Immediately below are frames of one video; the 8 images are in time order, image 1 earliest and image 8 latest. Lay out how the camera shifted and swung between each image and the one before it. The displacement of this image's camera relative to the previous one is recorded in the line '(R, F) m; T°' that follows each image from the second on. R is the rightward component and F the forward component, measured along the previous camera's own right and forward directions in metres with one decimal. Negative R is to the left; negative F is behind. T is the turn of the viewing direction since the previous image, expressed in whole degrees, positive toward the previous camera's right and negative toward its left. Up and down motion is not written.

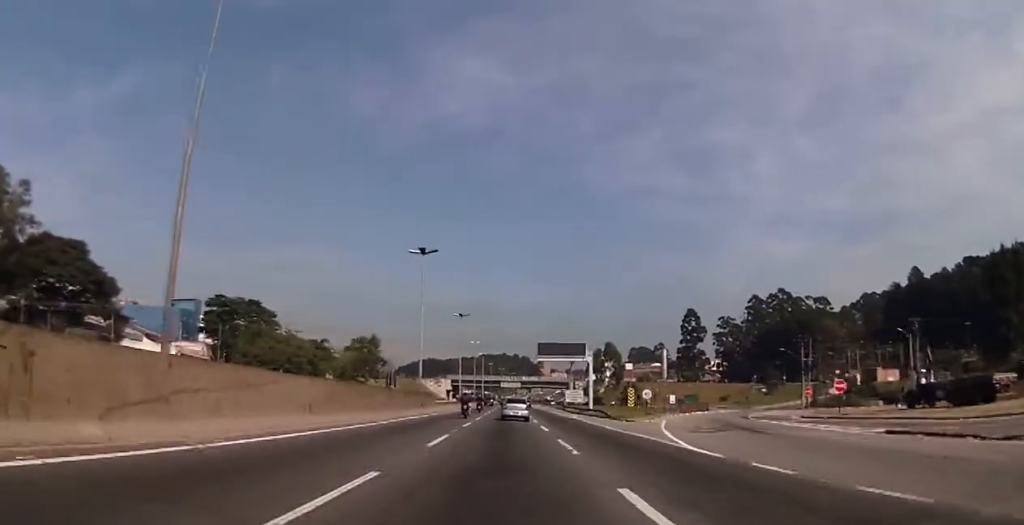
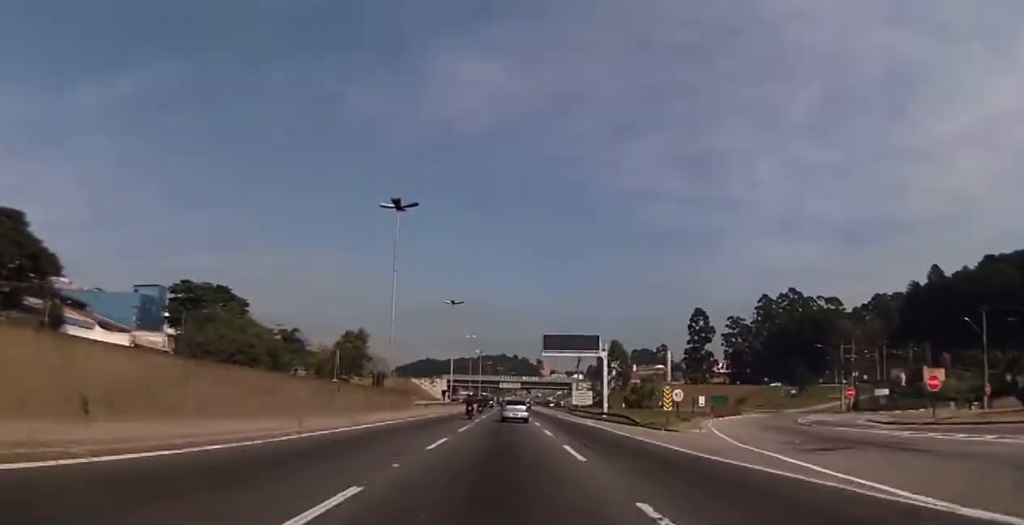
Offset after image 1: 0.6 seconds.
(0.0, +14.0) m; 0°
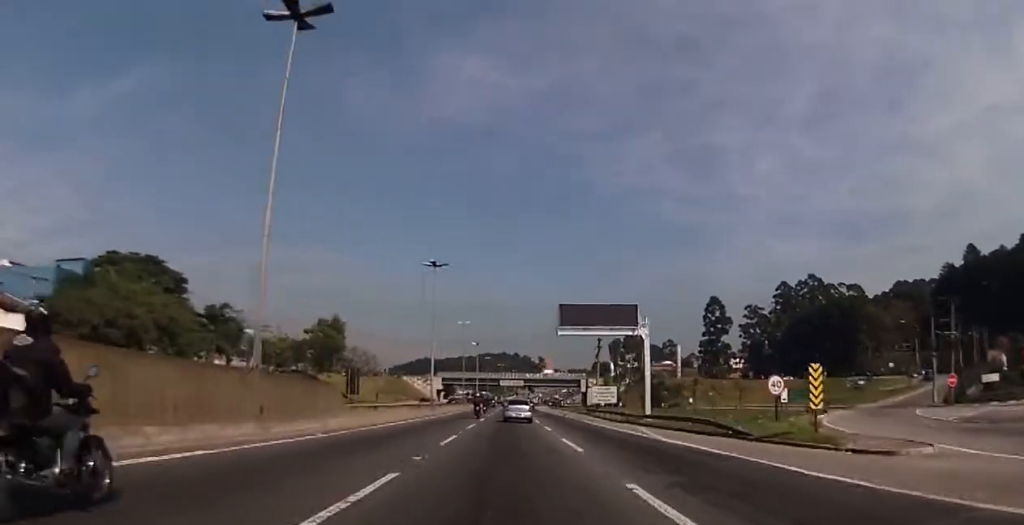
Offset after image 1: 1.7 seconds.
(-0.1, +23.8) m; 0°
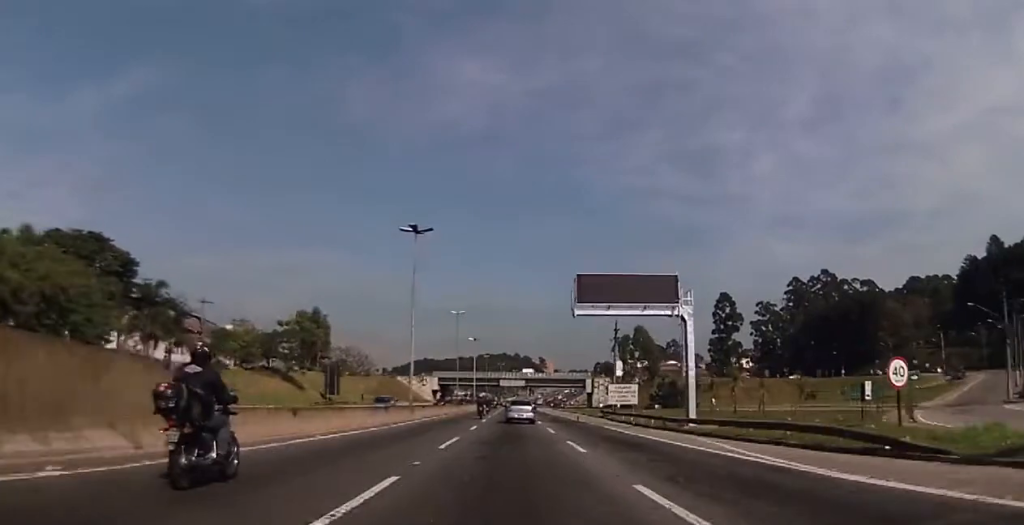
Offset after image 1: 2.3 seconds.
(-0.1, +14.5) m; 0°
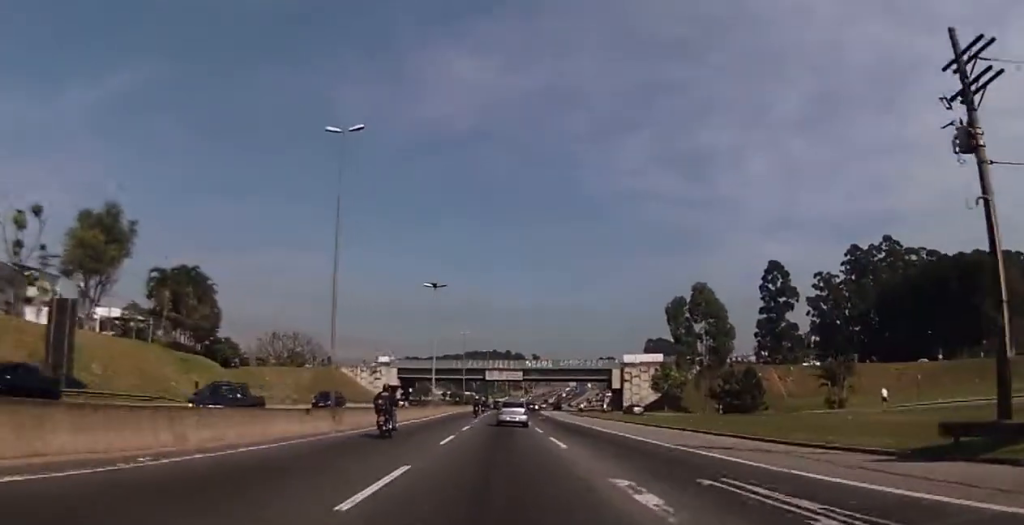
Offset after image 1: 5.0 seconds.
(+0.9, +59.0) m; +1°
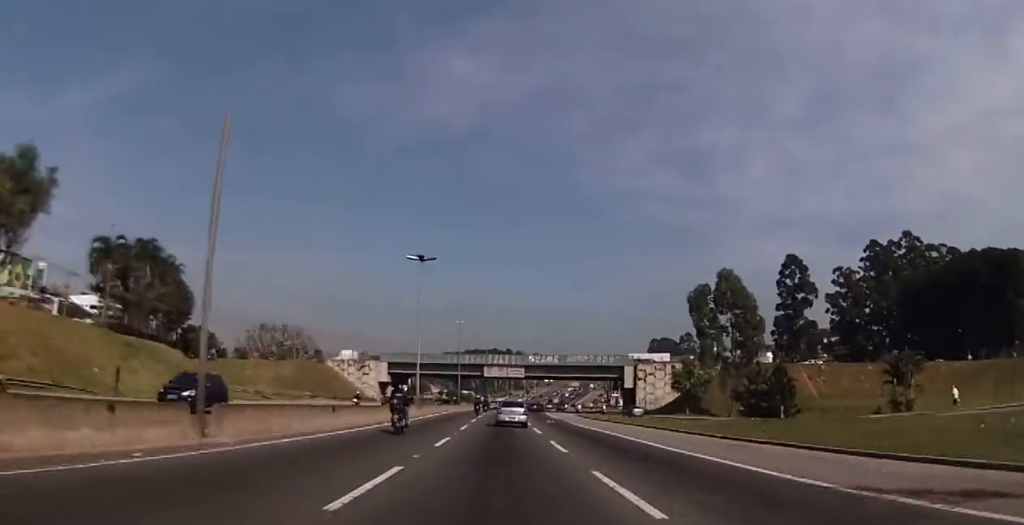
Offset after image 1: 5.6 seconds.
(0.0, +12.6) m; 0°
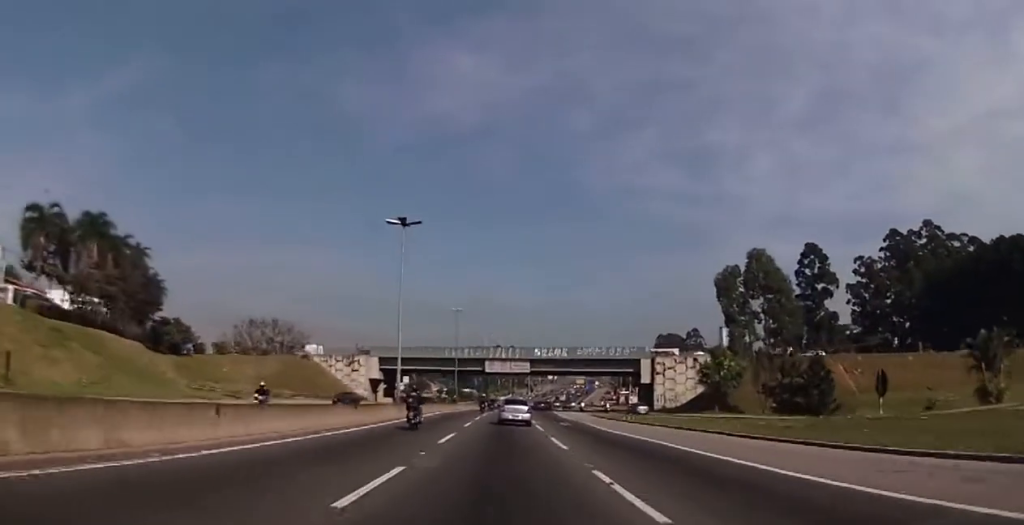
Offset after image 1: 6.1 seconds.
(0.0, +10.6) m; 0°
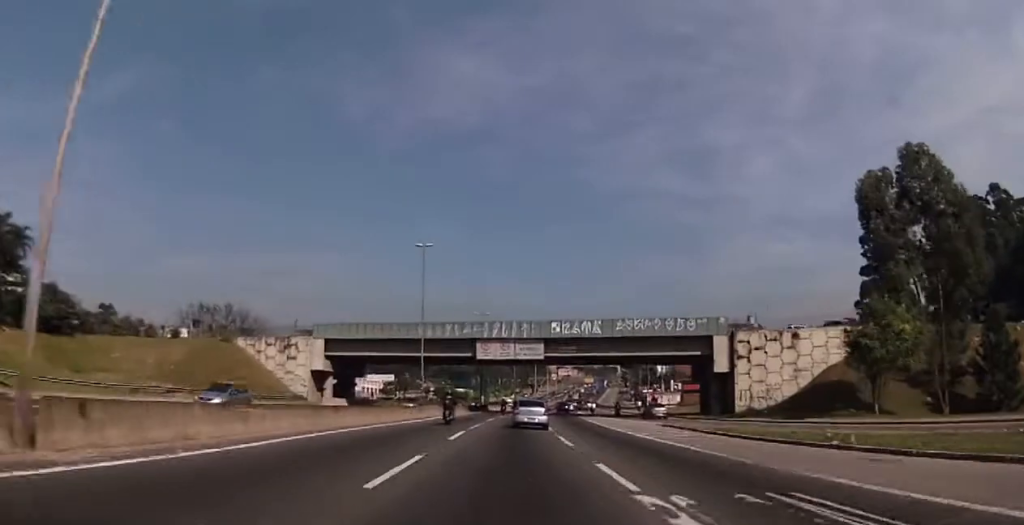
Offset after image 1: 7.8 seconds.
(-0.1, +33.5) m; 0°
